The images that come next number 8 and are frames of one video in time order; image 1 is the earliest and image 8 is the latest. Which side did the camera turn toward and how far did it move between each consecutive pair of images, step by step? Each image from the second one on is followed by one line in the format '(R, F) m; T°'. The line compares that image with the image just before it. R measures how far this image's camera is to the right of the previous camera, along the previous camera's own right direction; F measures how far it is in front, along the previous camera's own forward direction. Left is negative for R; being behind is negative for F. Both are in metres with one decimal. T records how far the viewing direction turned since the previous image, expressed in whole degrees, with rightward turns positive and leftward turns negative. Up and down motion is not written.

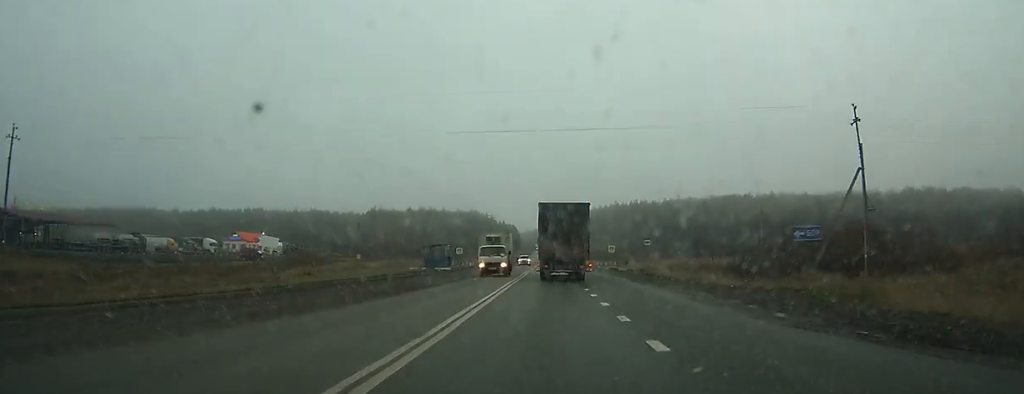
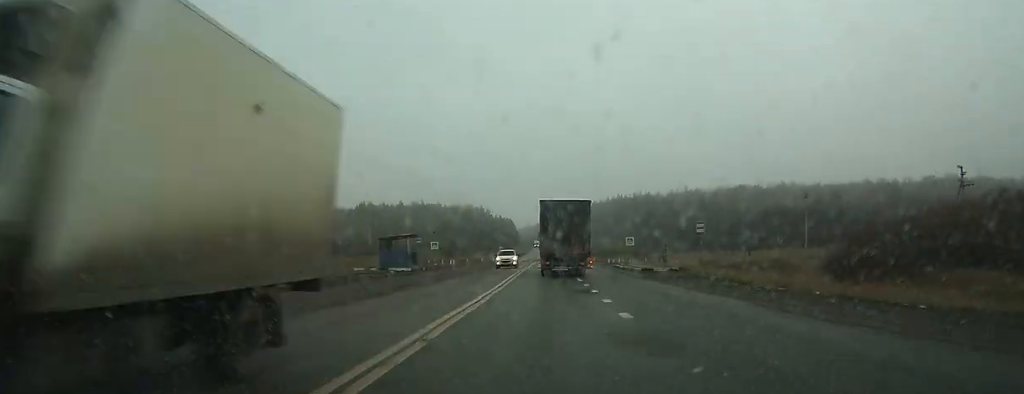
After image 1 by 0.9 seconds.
(-0.1, +20.4) m; 0°
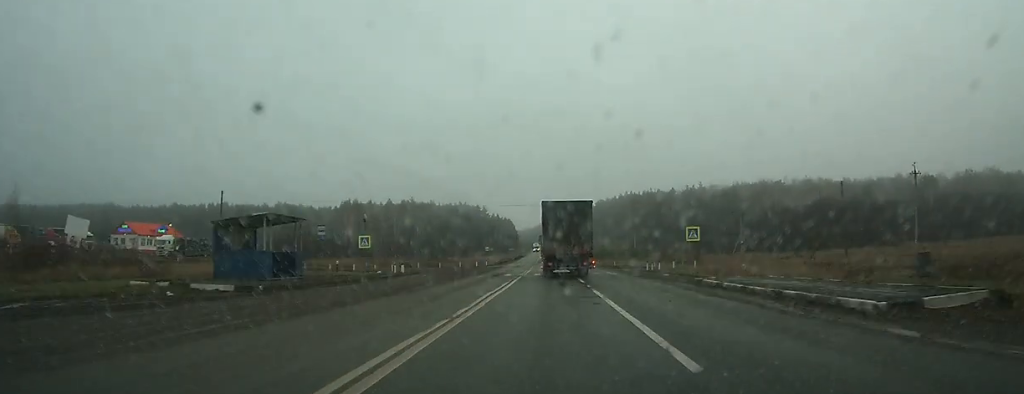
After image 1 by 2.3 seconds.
(-0.2, +29.3) m; 0°
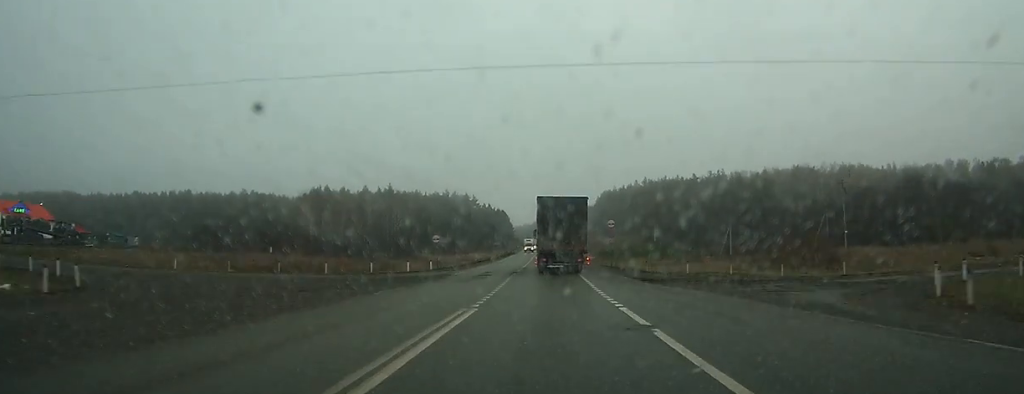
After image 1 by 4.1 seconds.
(0.0, +41.2) m; 0°
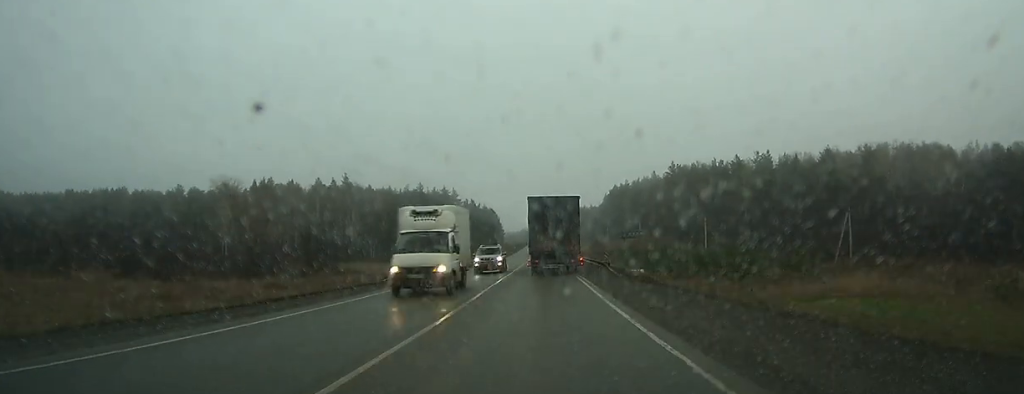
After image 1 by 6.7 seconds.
(-0.1, +55.6) m; 0°
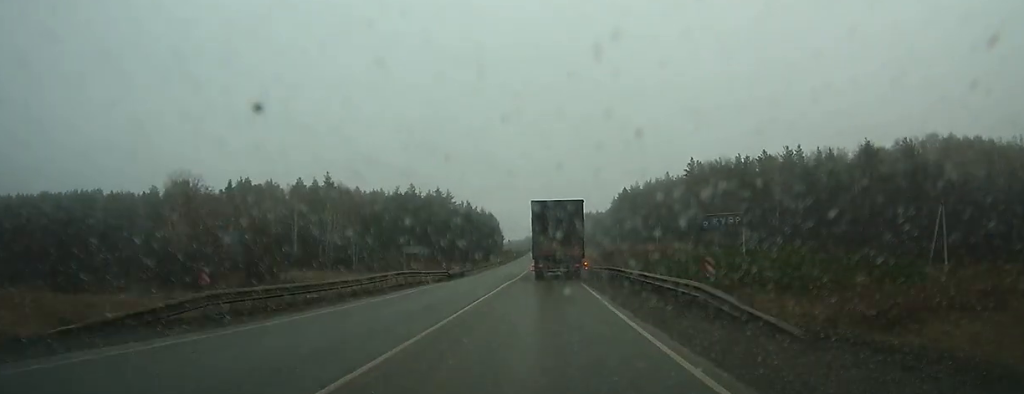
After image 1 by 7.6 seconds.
(0.0, +20.2) m; 0°
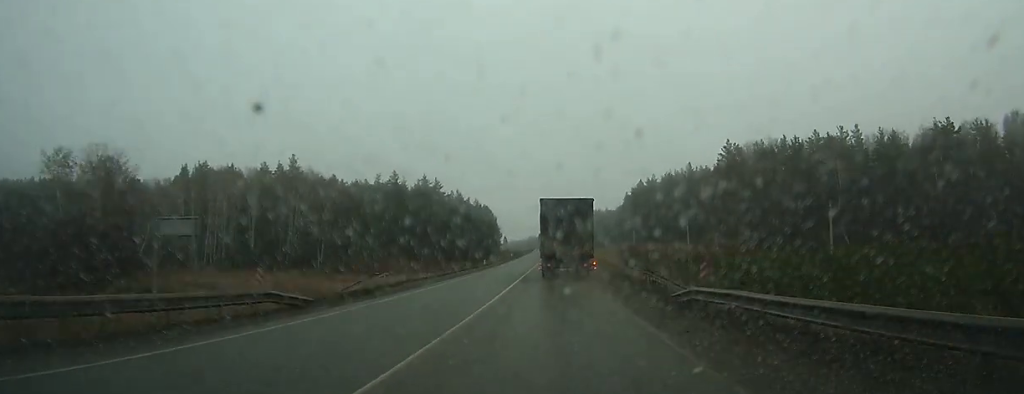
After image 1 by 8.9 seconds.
(-0.1, +28.6) m; 0°
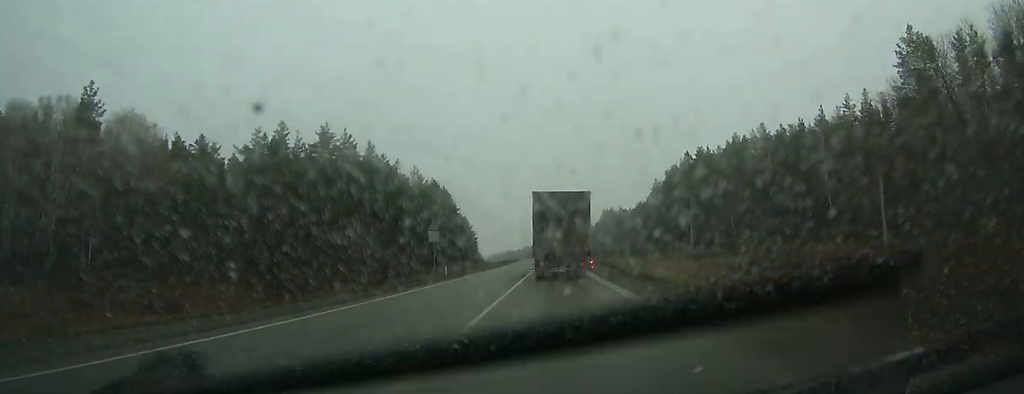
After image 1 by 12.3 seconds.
(-0.4, +72.9) m; 0°
